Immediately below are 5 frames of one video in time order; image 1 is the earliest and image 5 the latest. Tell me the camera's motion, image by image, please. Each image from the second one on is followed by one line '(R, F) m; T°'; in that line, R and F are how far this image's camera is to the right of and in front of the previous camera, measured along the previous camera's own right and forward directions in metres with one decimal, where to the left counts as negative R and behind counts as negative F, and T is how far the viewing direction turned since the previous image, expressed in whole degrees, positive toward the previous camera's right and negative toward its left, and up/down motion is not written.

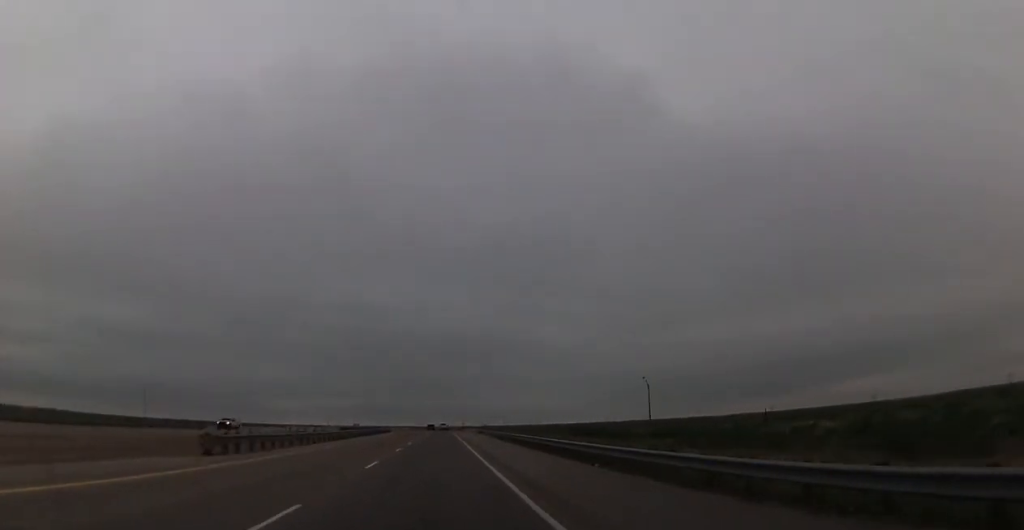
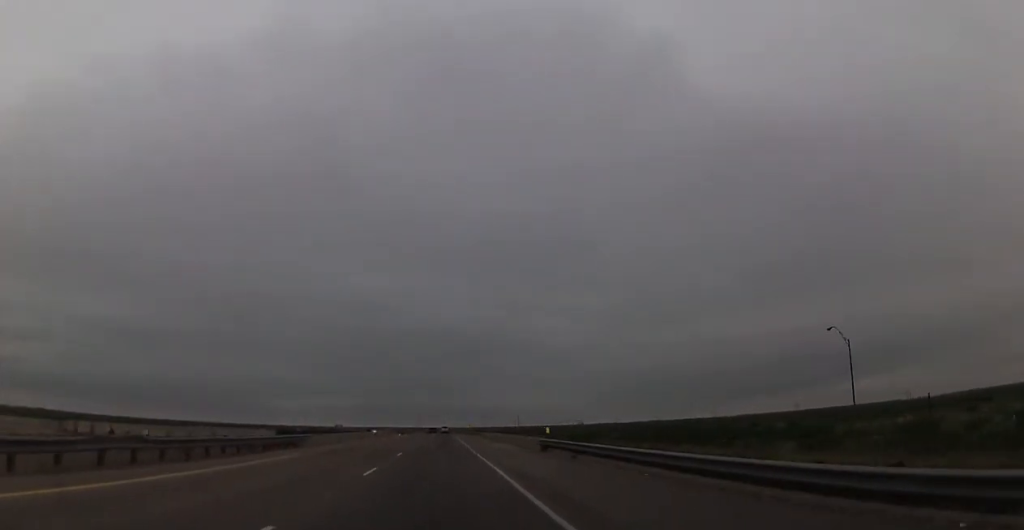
(+0.2, +63.0) m; -1°
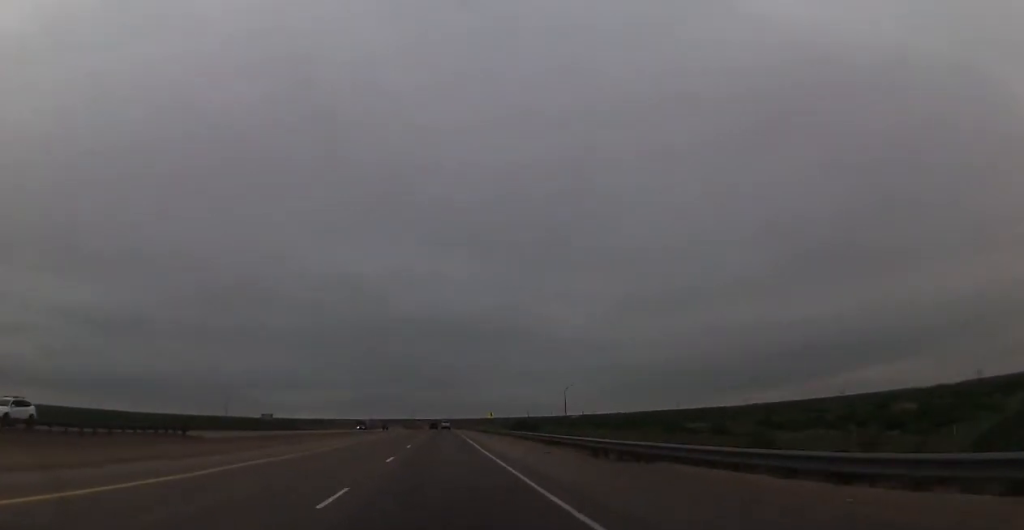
(+0.3, +113.5) m; +1°
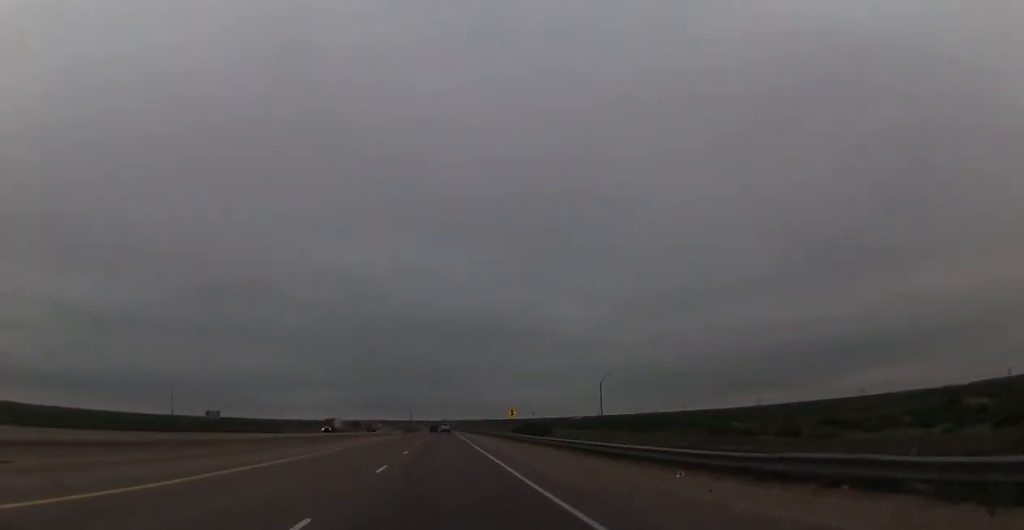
(+0.1, +40.5) m; 0°
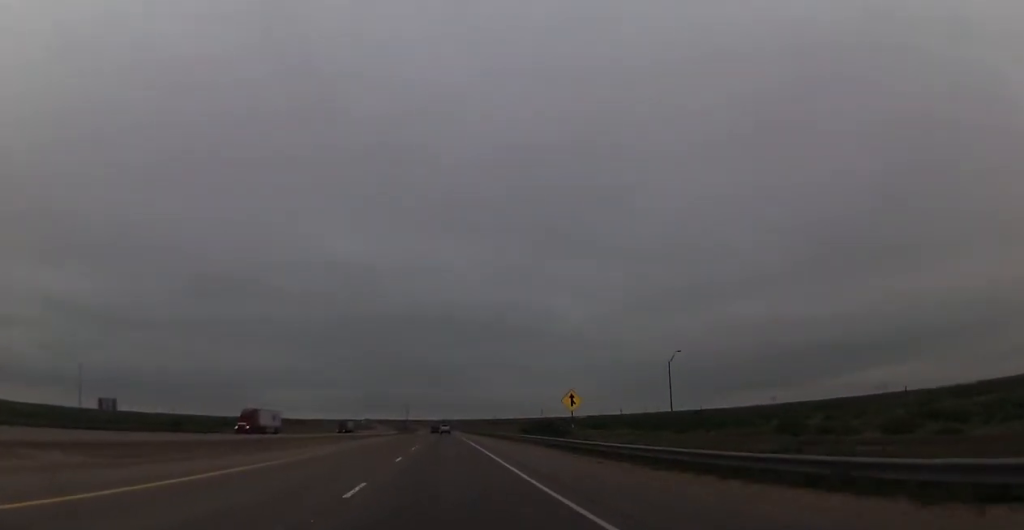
(-0.4, +42.8) m; -1°
